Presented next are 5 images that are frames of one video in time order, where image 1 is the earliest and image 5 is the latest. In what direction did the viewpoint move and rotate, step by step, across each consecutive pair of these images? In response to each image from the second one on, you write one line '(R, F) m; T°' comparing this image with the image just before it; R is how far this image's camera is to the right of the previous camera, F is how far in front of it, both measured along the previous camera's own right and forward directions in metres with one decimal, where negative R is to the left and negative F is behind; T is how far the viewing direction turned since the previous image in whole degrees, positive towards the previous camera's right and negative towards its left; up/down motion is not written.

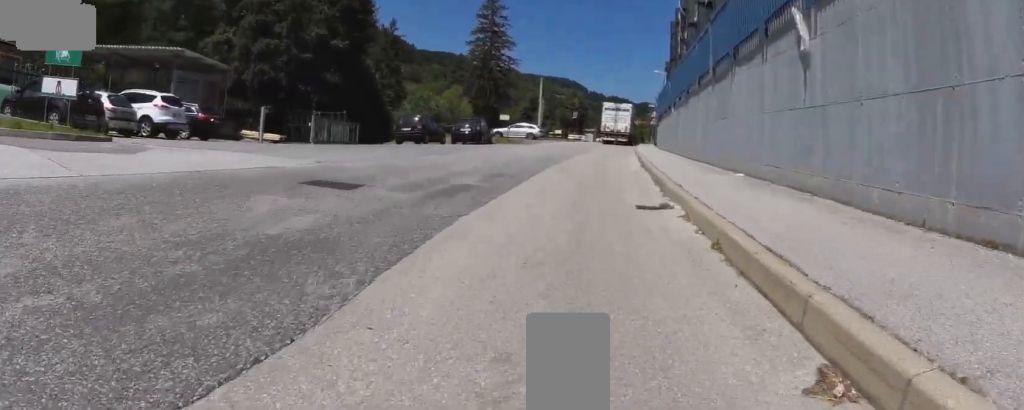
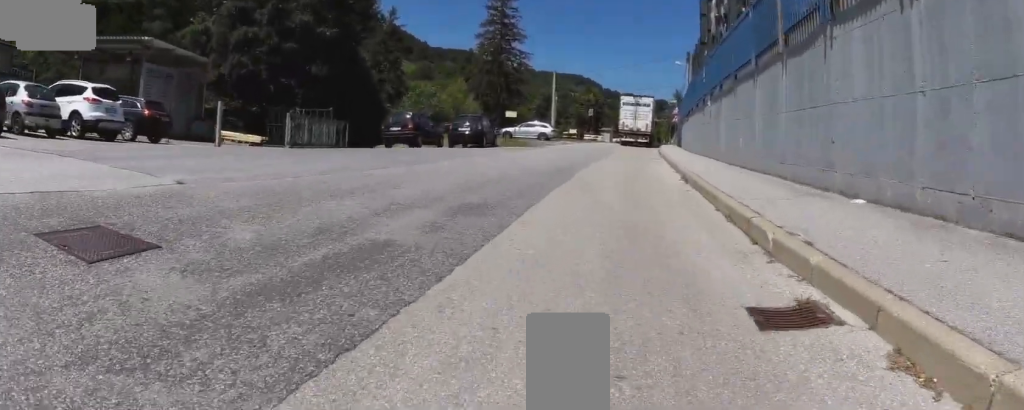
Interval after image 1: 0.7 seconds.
(+0.4, +2.9) m; -3°
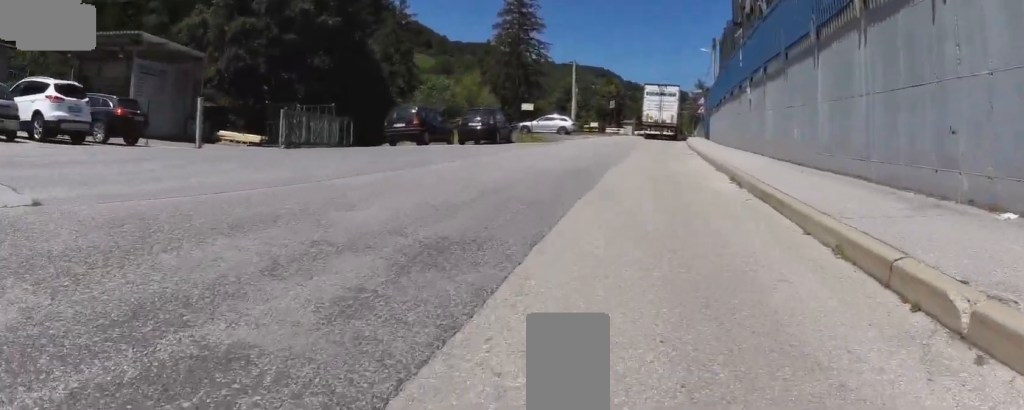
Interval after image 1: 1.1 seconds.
(-0.1, +1.6) m; -11°
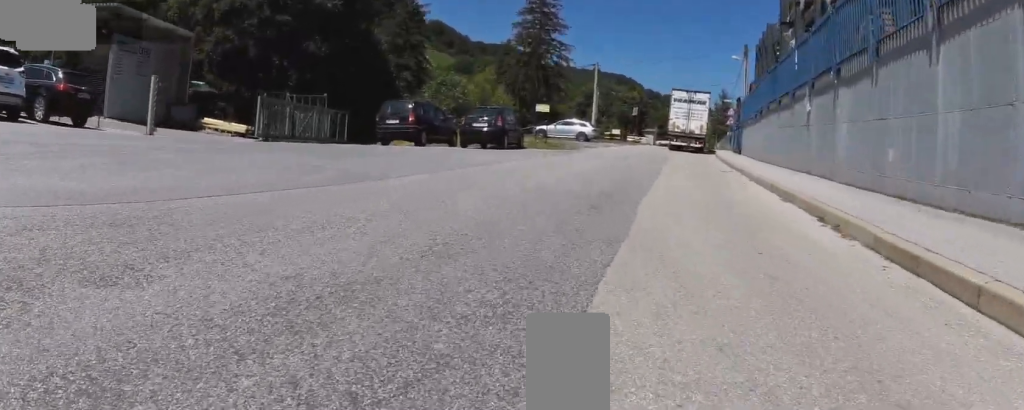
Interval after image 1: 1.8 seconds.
(-0.2, +2.4) m; -25°
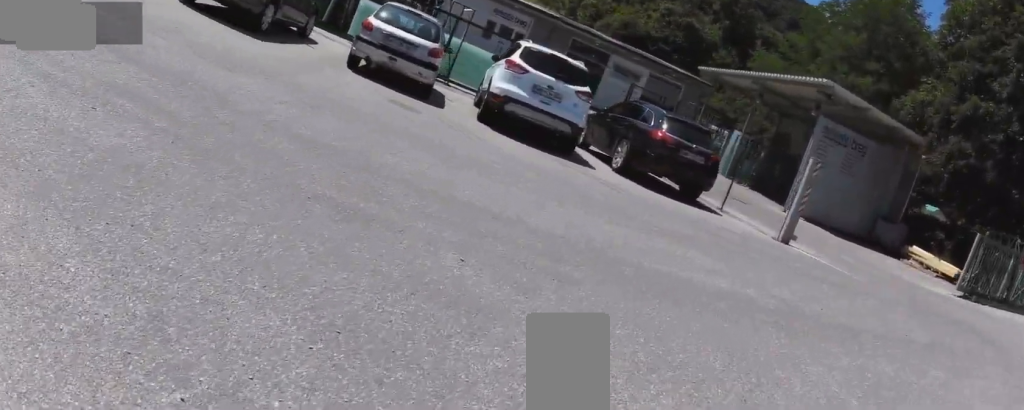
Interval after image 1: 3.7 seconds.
(-3.1, +5.1) m; -76°
